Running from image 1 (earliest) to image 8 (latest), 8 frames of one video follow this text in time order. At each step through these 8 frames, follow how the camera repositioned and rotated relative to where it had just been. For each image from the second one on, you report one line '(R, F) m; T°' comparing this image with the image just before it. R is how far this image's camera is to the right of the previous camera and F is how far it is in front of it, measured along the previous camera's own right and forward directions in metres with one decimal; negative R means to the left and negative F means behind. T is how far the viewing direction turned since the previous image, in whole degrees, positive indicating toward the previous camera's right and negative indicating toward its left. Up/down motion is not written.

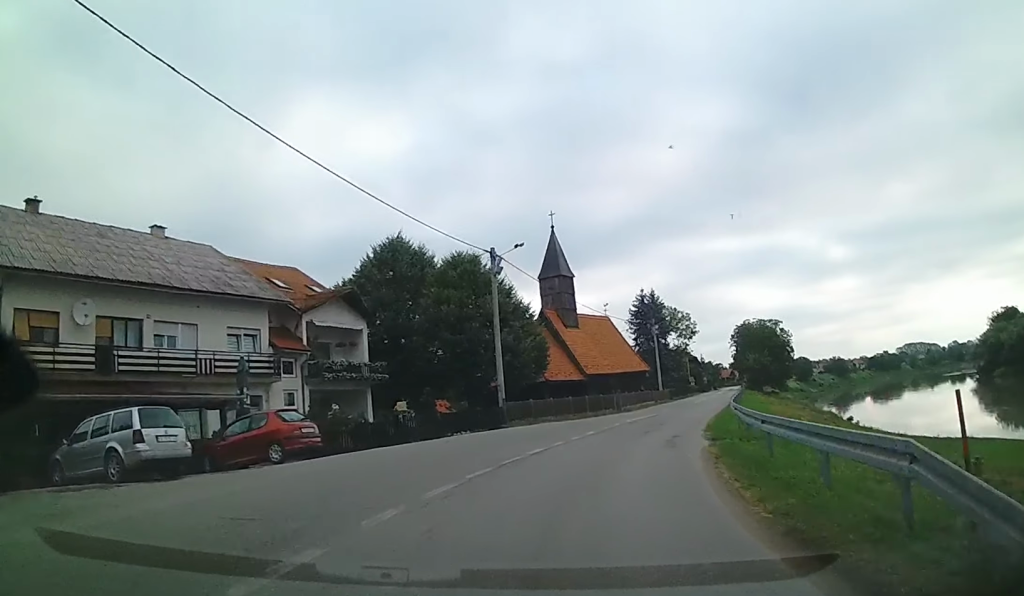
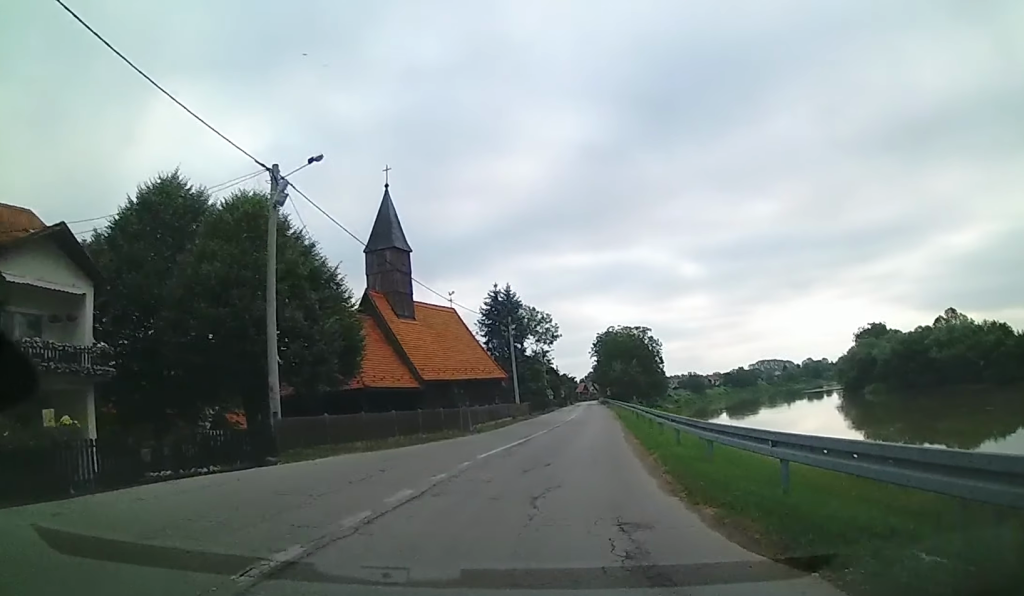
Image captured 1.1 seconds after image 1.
(+1.5, +13.0) m; +9°
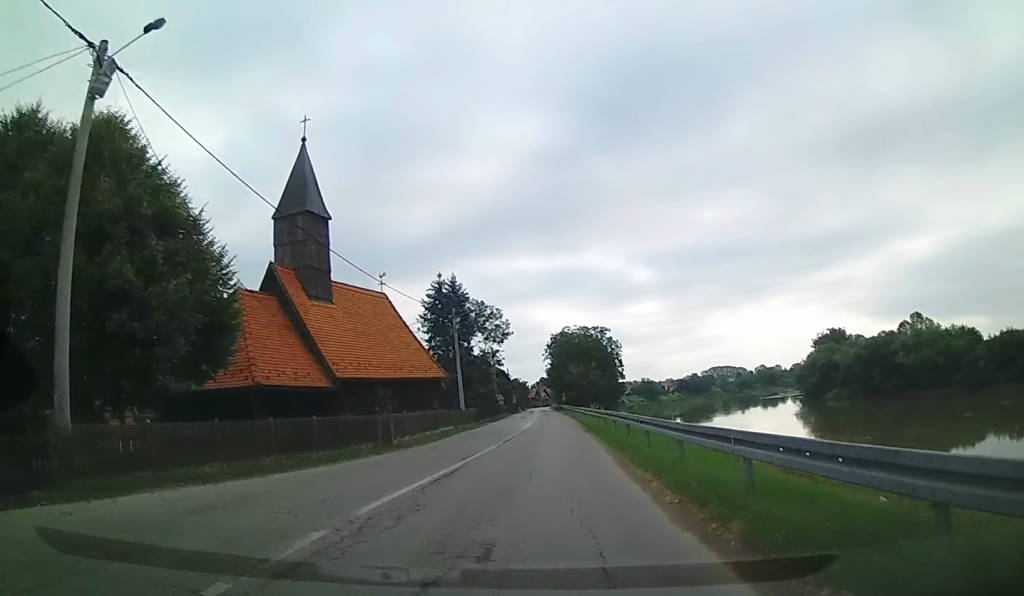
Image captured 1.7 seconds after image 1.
(+0.2, +8.3) m; 0°
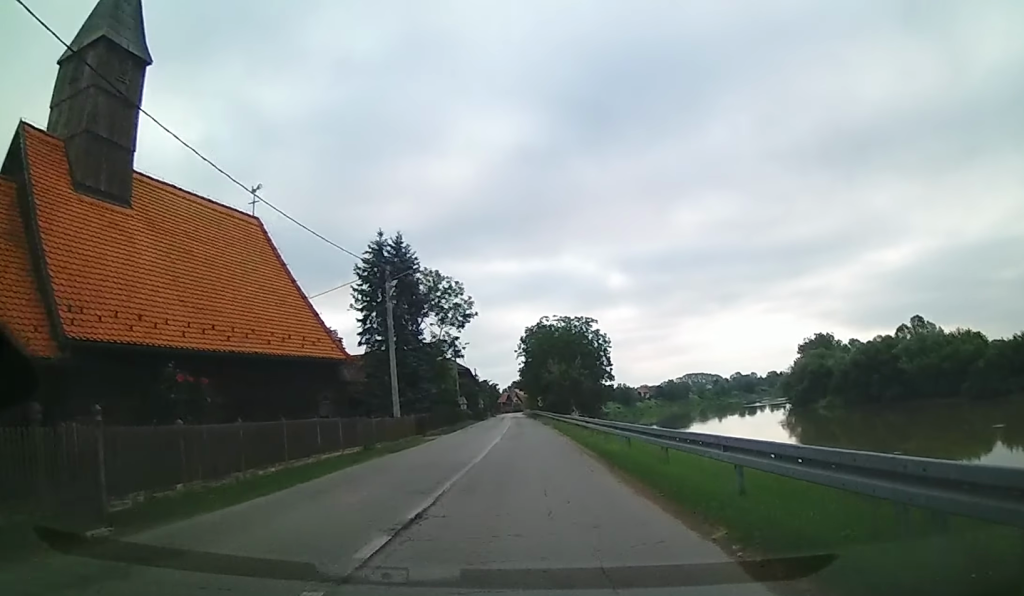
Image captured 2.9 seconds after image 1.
(0.0, +16.6) m; -1°
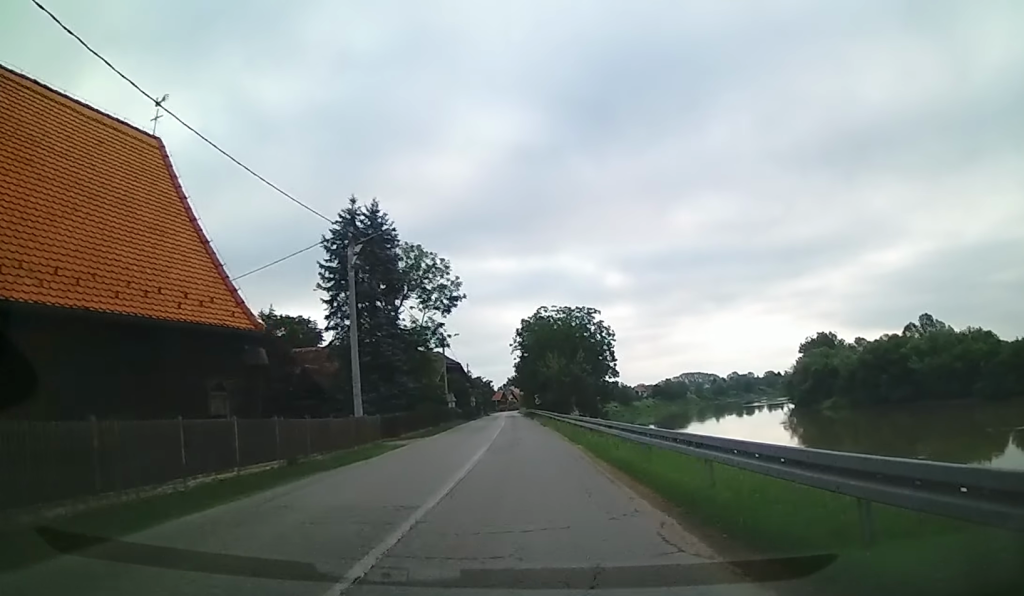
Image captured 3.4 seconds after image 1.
(-0.1, +7.4) m; -1°
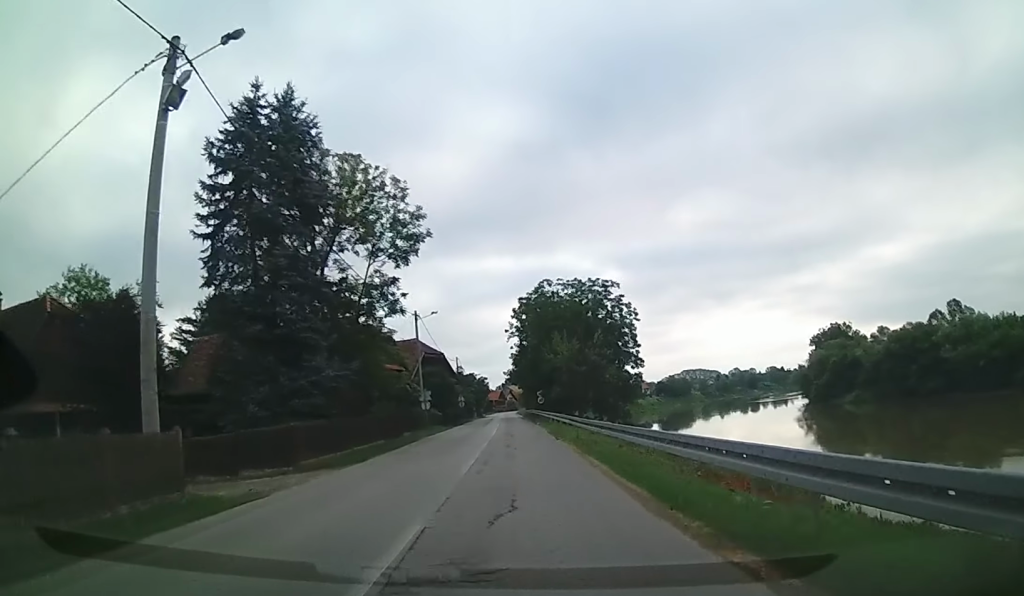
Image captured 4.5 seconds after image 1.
(-0.2, +16.0) m; -1°
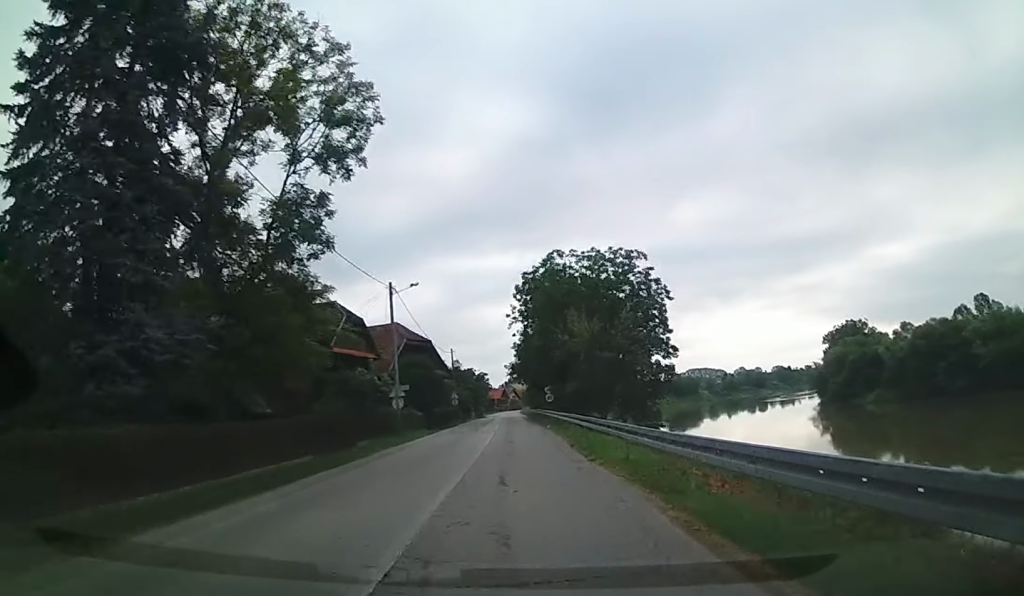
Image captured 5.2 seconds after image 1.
(+0.1, +11.2) m; -1°
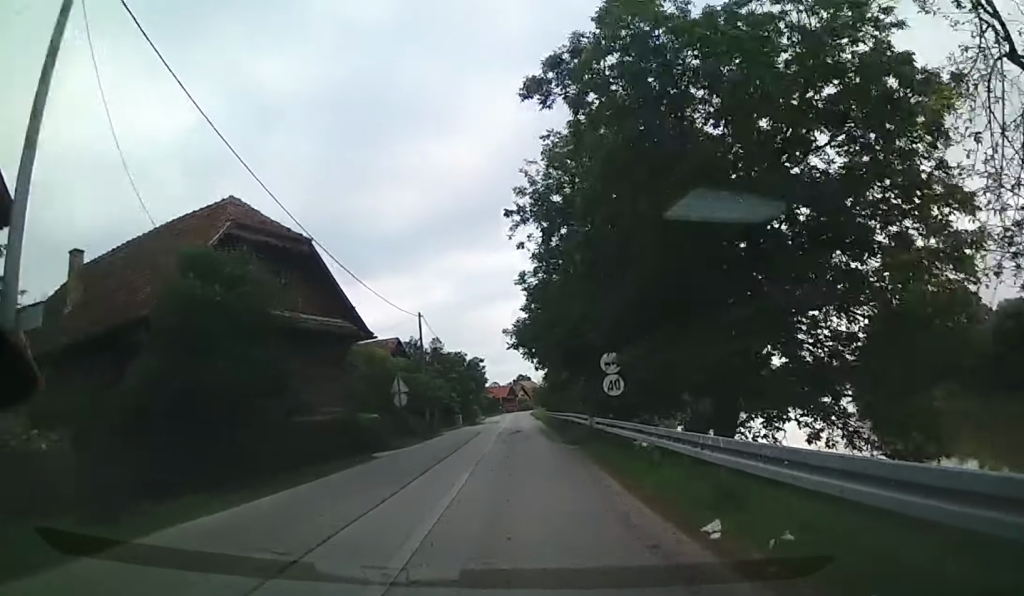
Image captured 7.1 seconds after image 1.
(-1.1, +30.7) m; 0°
